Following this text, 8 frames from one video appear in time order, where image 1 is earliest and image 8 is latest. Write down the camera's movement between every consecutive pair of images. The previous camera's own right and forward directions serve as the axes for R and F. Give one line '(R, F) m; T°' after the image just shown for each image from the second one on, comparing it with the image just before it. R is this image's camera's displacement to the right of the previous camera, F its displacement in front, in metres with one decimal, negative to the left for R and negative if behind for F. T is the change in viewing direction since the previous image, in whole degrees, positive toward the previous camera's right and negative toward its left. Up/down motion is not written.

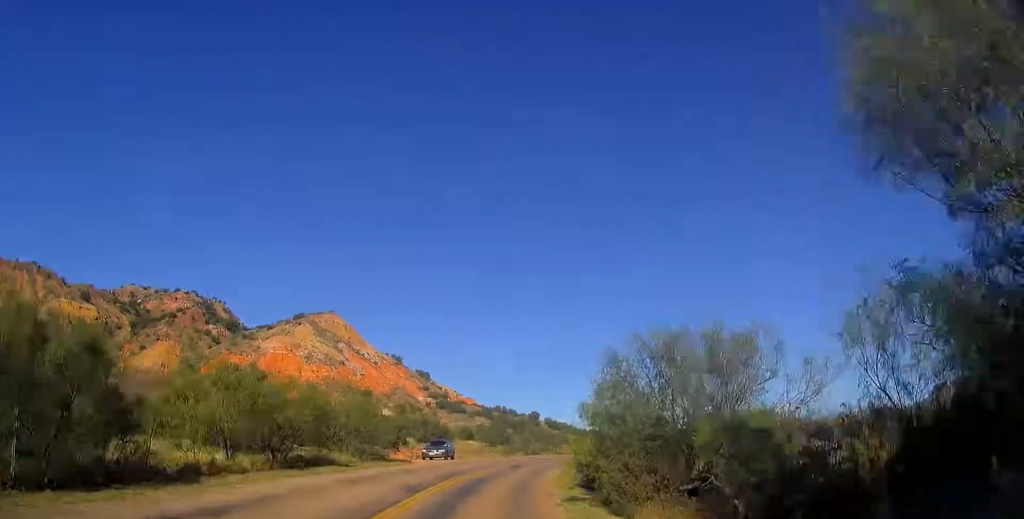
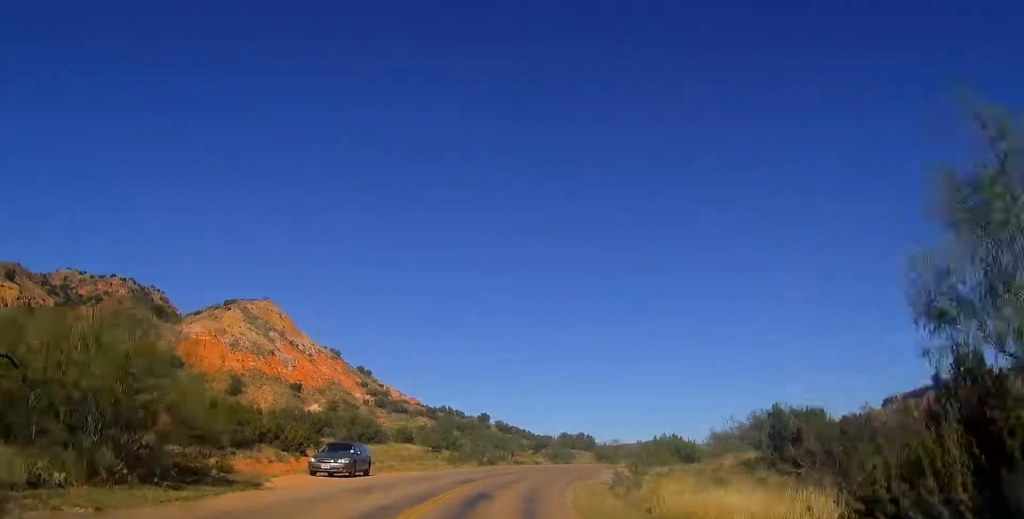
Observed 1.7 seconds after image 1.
(+0.7, +18.3) m; +5°
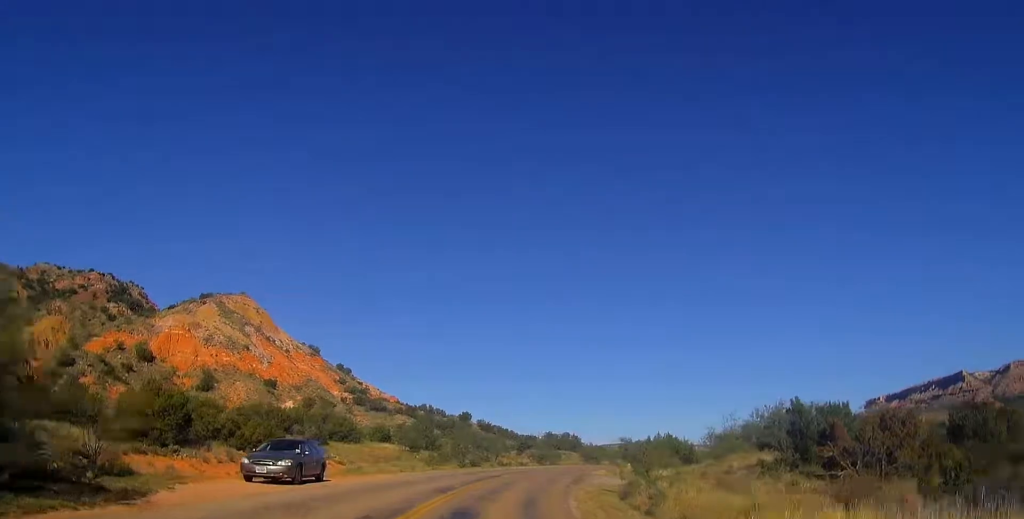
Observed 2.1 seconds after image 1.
(+0.1, +5.5) m; +2°
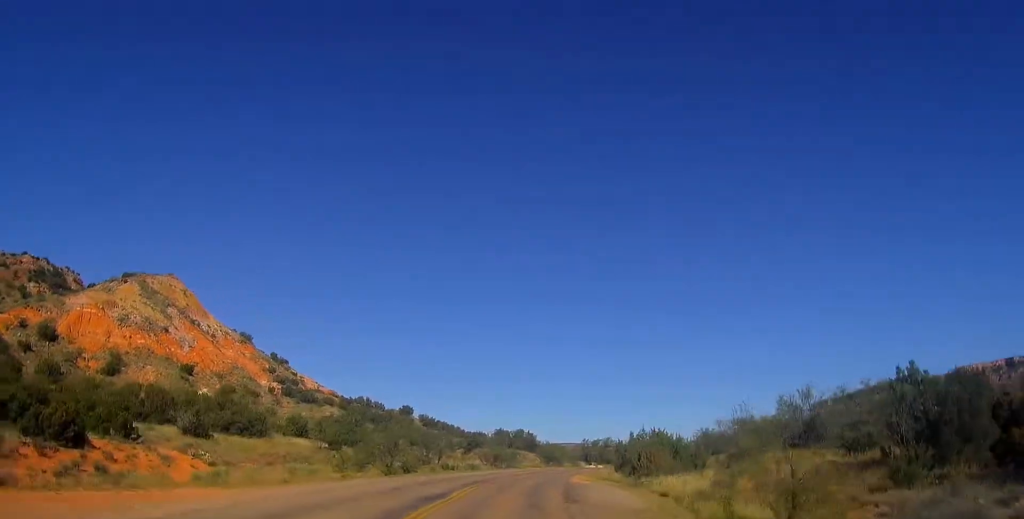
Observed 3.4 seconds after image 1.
(+0.7, +16.1) m; +5°
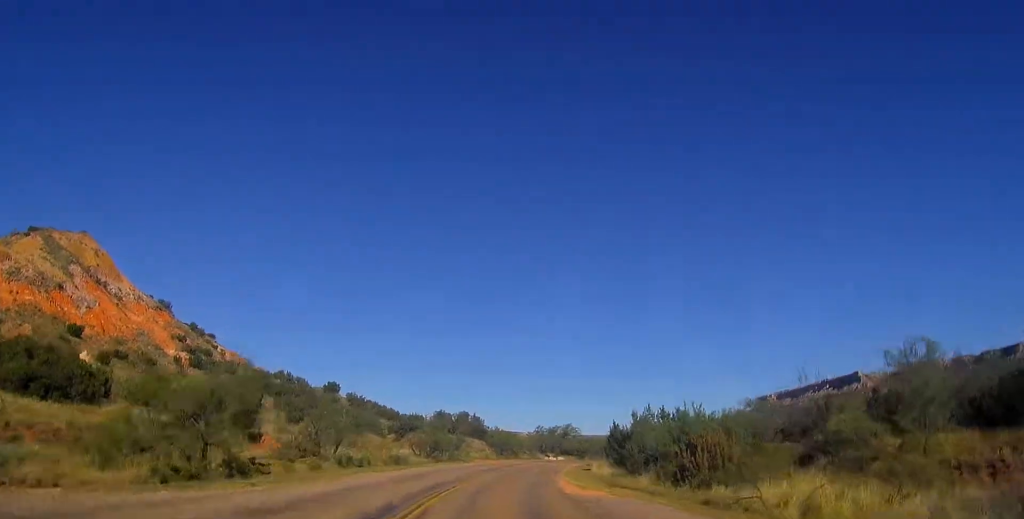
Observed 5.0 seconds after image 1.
(+0.8, +20.6) m; +4°
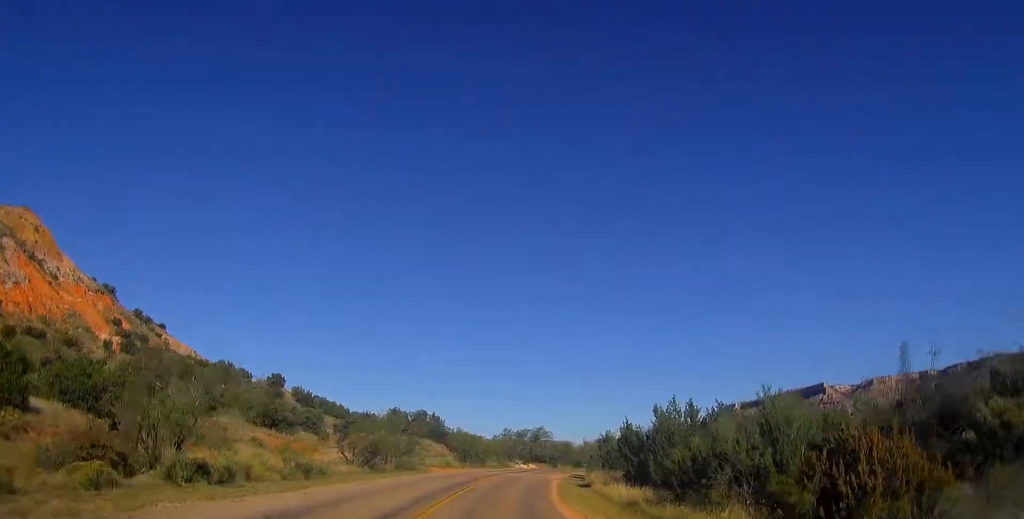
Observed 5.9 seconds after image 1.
(+0.2, +12.8) m; +3°
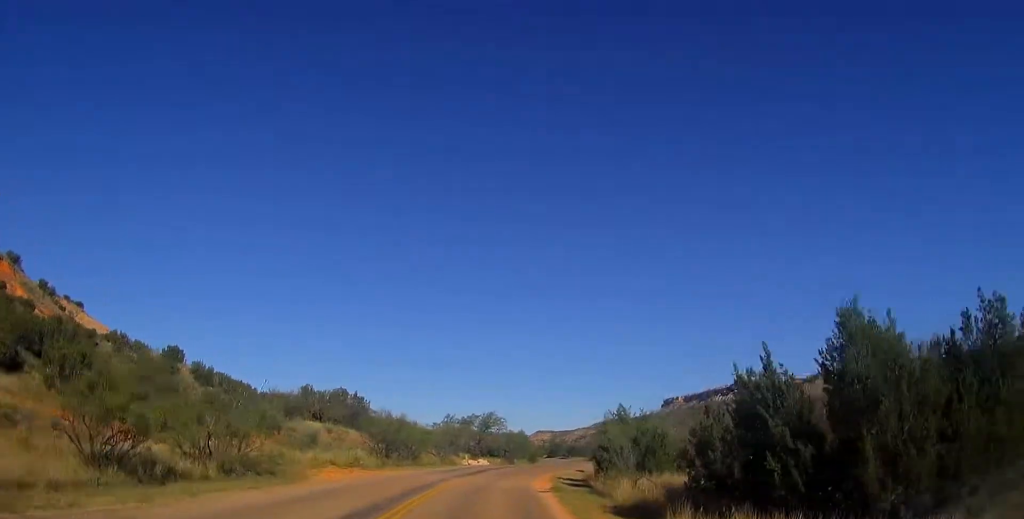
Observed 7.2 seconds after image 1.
(+1.1, +19.4) m; +6°
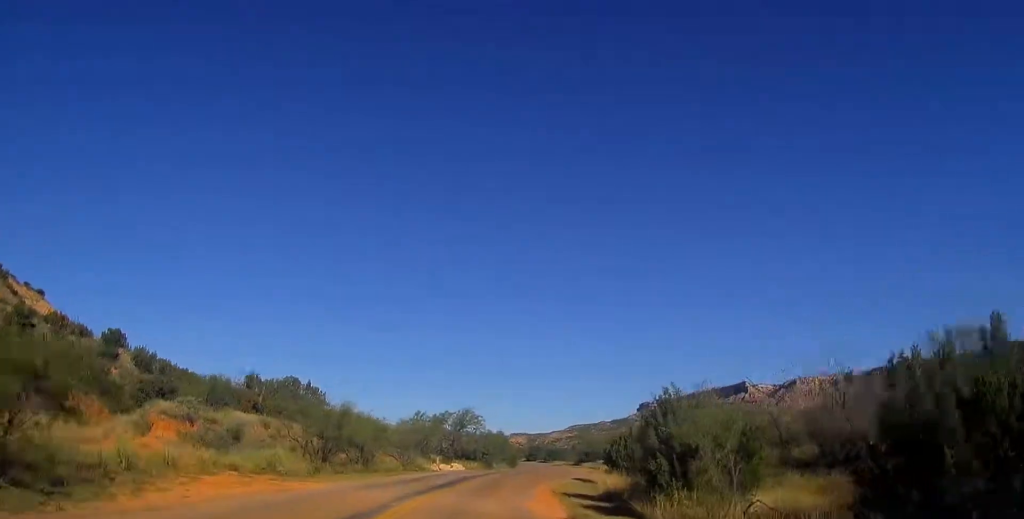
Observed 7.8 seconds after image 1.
(+0.3, +10.2) m; +3°
